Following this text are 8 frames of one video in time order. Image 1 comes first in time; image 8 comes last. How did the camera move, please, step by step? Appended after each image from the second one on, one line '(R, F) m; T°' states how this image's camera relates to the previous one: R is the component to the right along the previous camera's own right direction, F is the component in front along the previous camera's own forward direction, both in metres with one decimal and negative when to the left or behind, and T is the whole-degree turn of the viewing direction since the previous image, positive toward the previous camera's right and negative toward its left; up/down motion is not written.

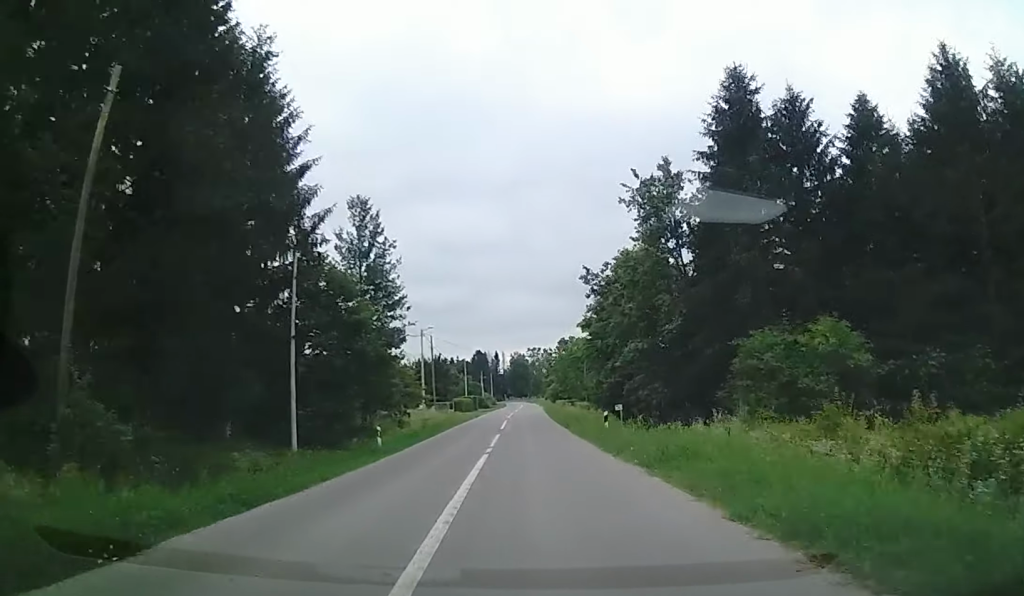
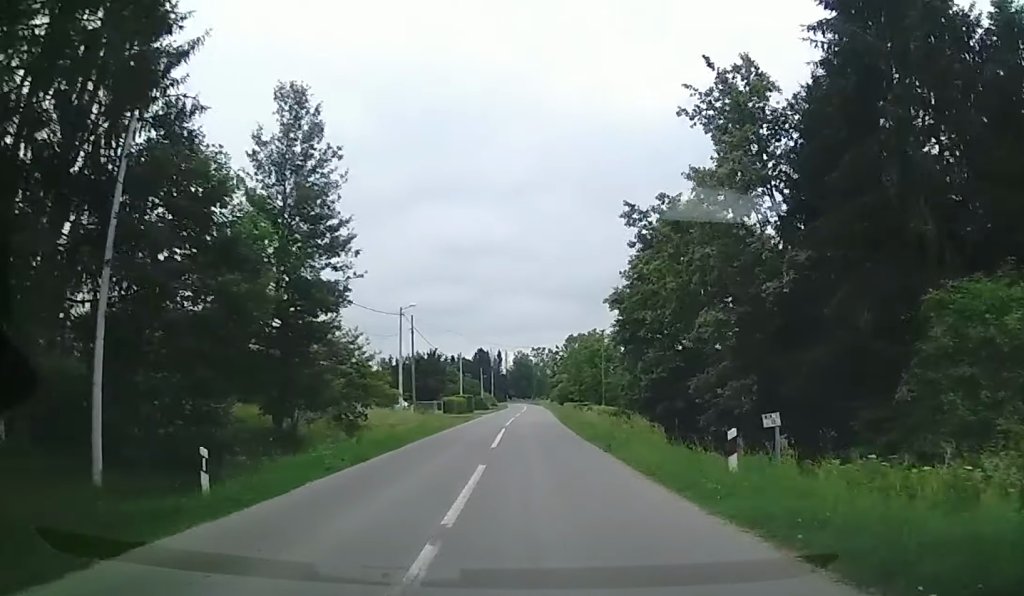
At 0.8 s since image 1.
(-0.1, +14.3) m; 0°
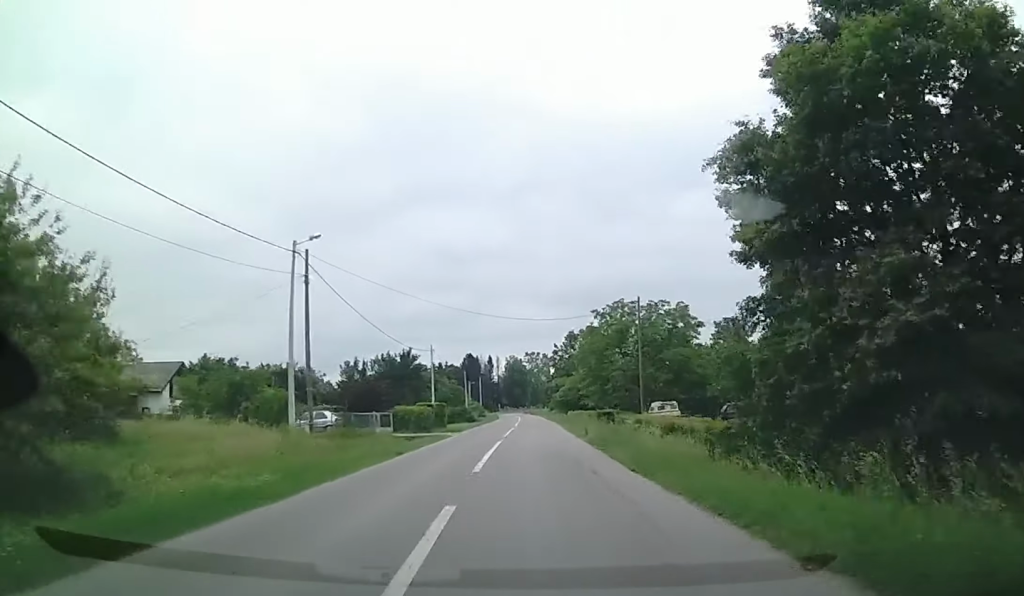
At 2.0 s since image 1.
(+0.2, +23.5) m; +1°
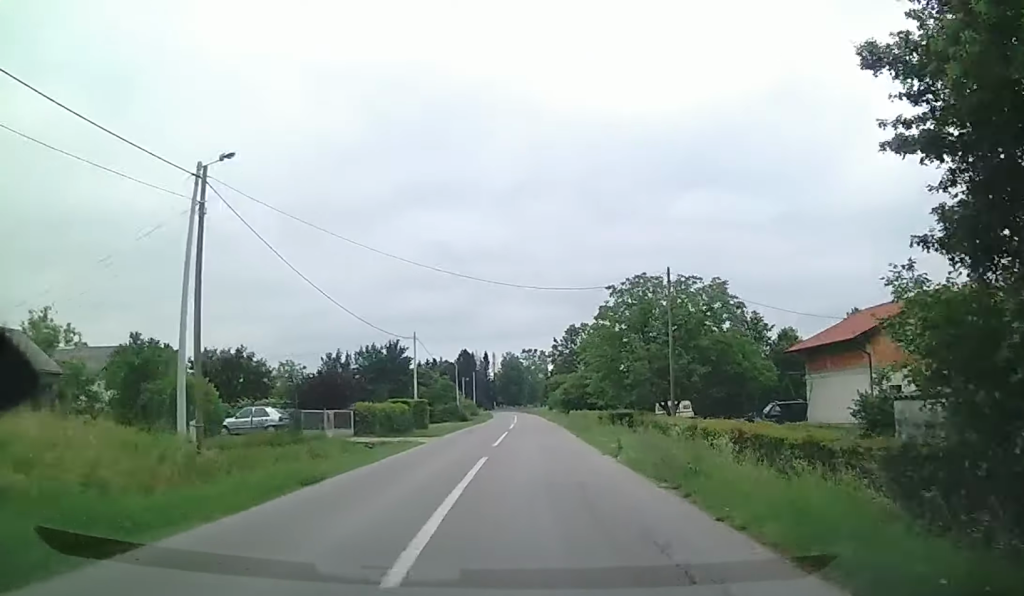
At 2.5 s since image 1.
(+0.1, +9.1) m; 0°
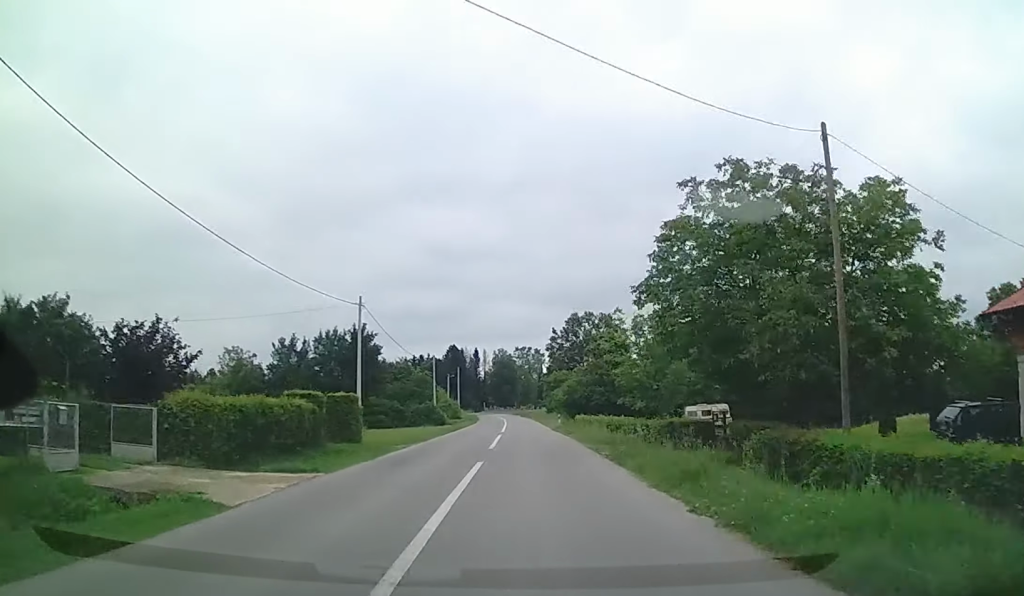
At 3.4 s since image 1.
(0.0, +18.1) m; 0°
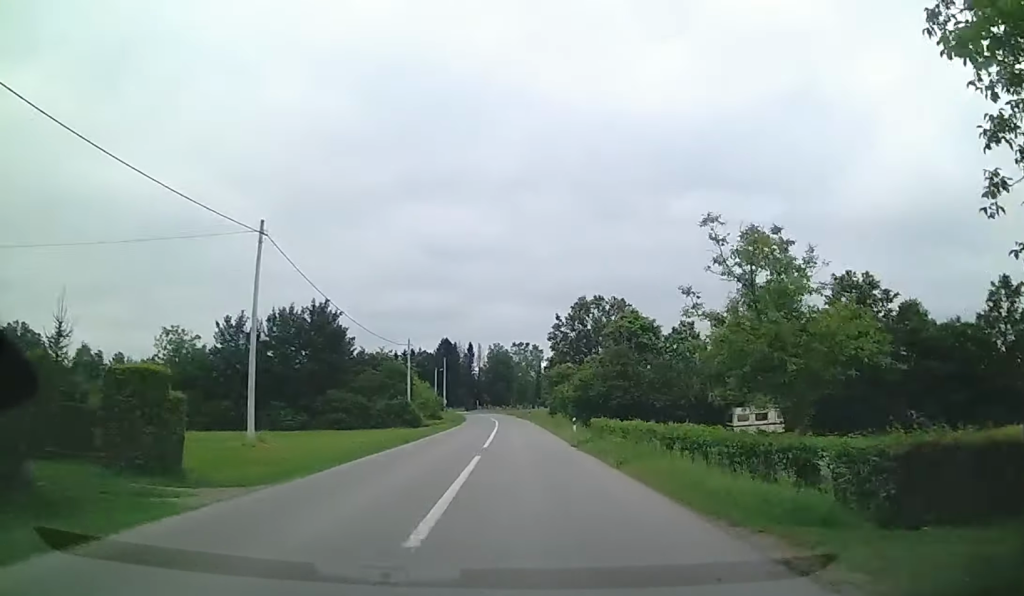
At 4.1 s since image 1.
(-0.1, +16.0) m; -1°
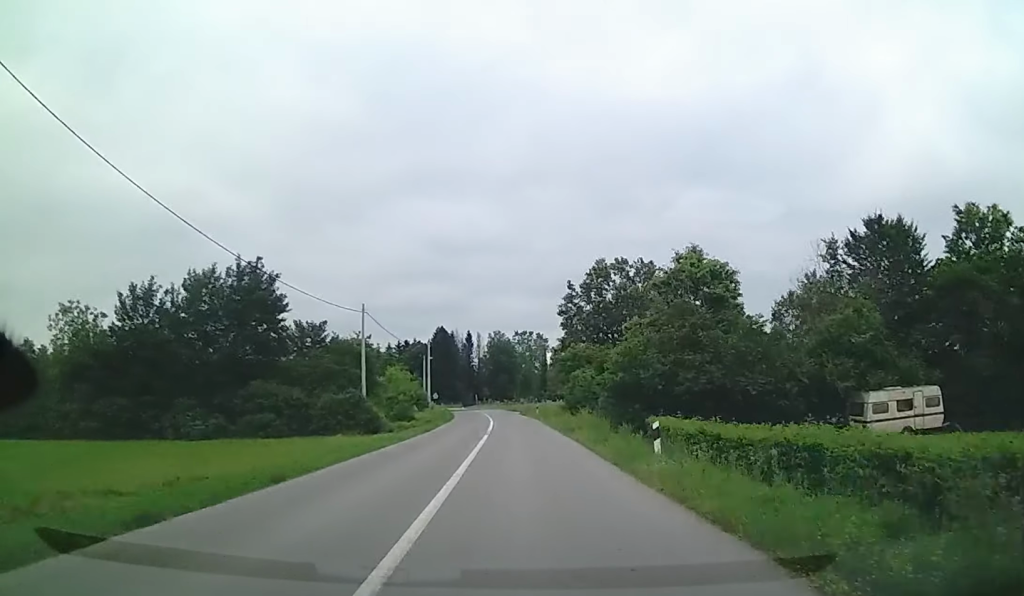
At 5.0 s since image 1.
(-0.1, +19.2) m; -1°
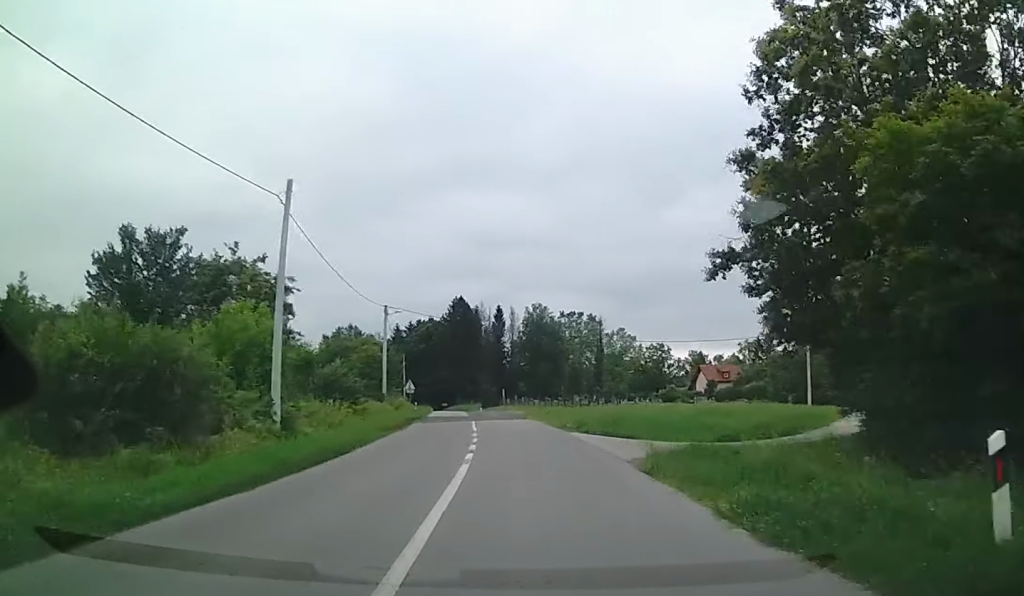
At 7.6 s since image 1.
(-1.7, +52.8) m; -6°
